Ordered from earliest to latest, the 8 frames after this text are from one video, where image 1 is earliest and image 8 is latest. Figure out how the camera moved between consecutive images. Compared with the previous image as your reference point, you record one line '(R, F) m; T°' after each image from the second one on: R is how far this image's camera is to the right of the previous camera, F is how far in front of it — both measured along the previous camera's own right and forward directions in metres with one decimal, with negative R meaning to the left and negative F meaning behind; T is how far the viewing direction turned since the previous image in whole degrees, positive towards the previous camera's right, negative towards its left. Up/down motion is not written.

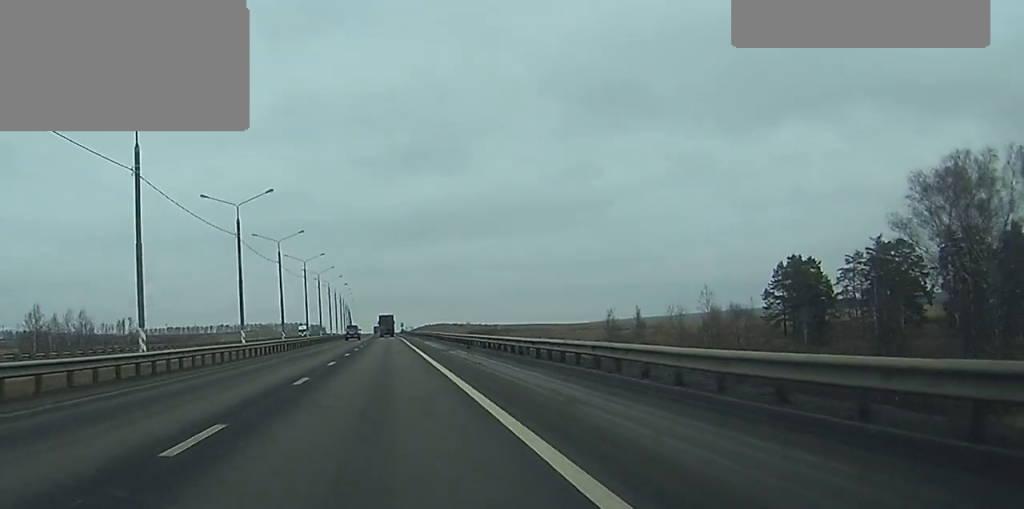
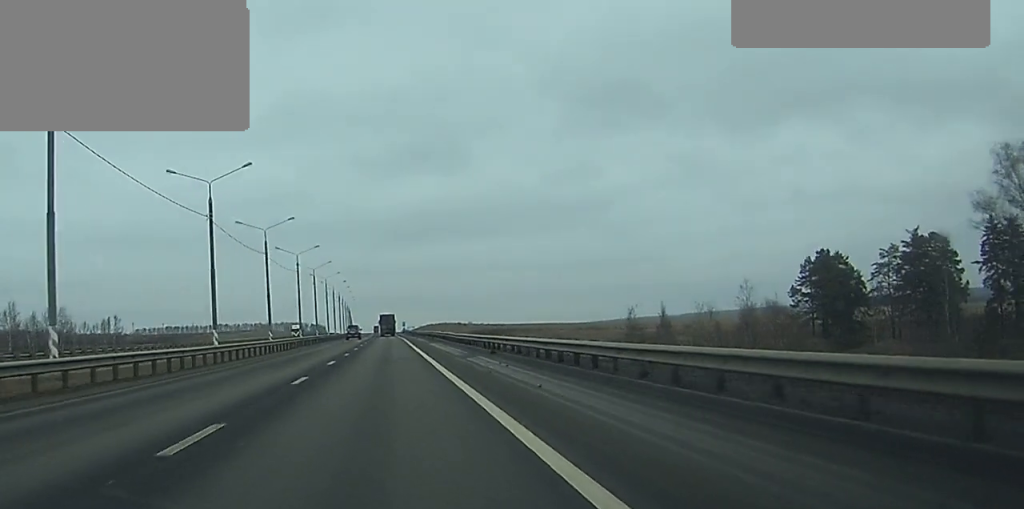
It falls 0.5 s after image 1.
(0.0, +12.1) m; 0°
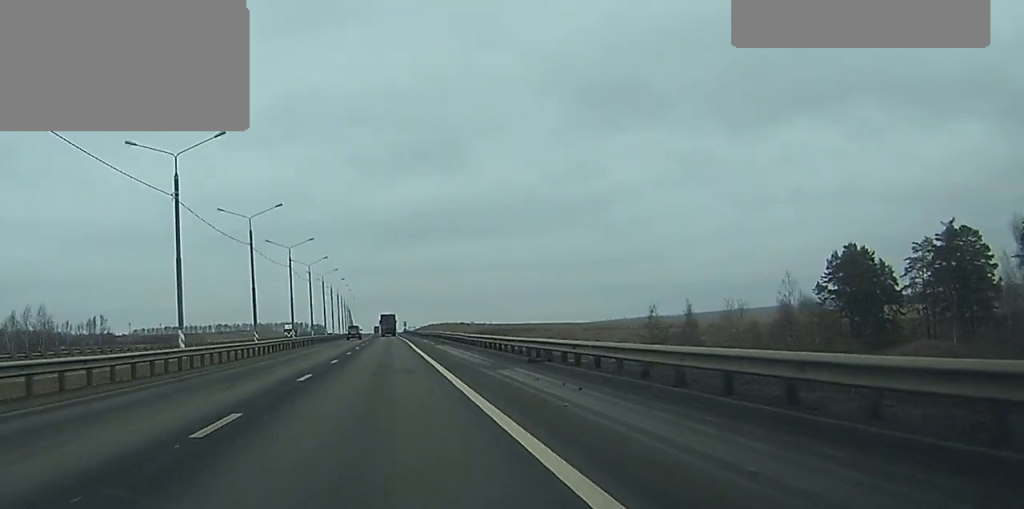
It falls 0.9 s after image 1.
(0.0, +10.5) m; 0°
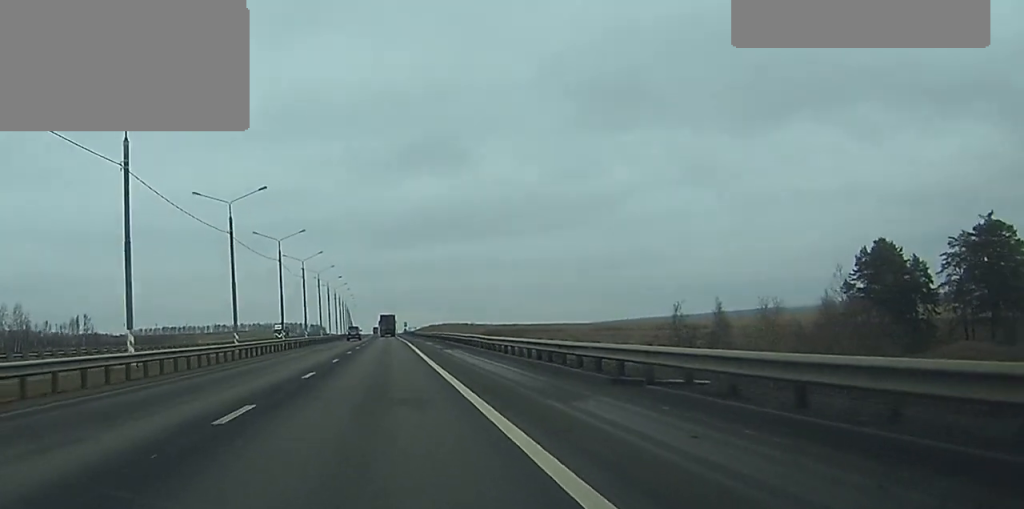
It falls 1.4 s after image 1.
(0.0, +10.4) m; 0°
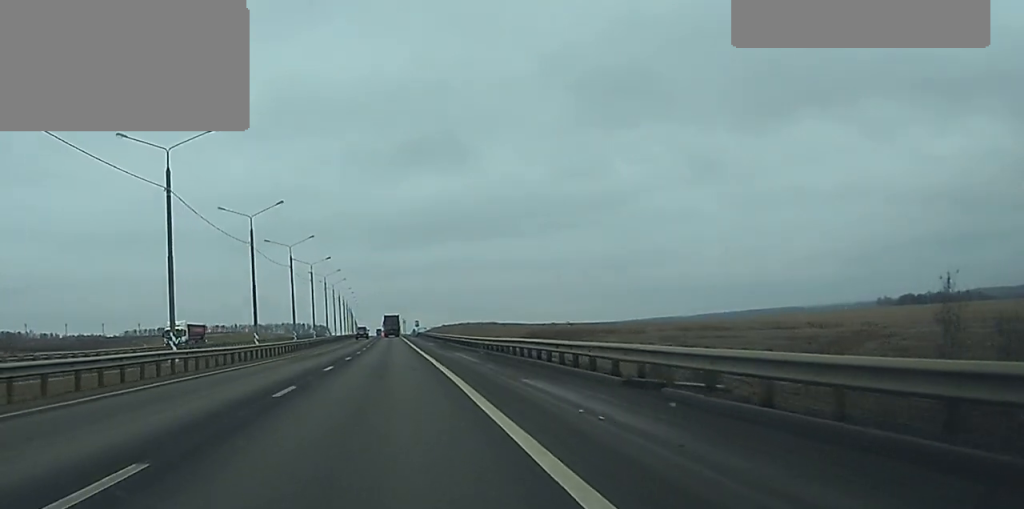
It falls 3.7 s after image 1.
(-0.3, +54.6) m; 0°
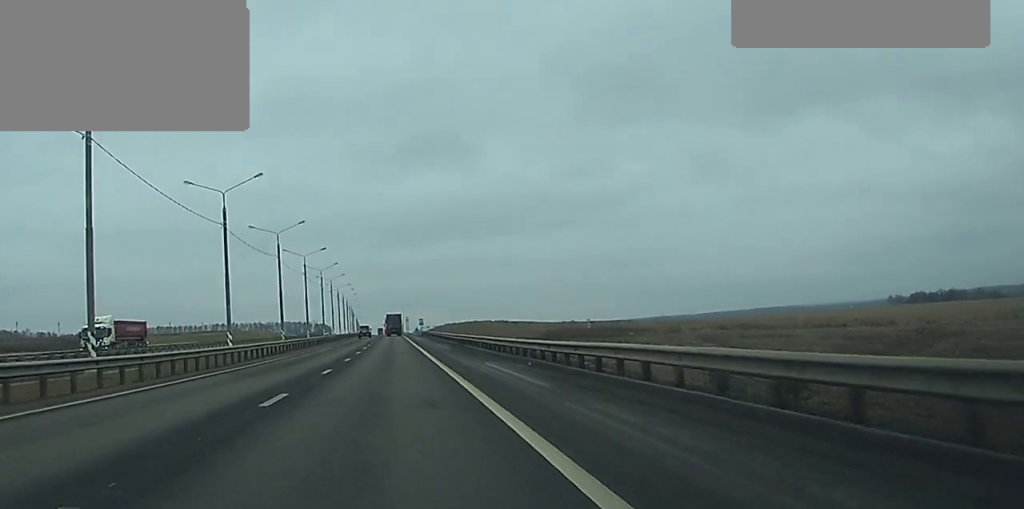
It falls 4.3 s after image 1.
(+0.1, +14.0) m; 0°
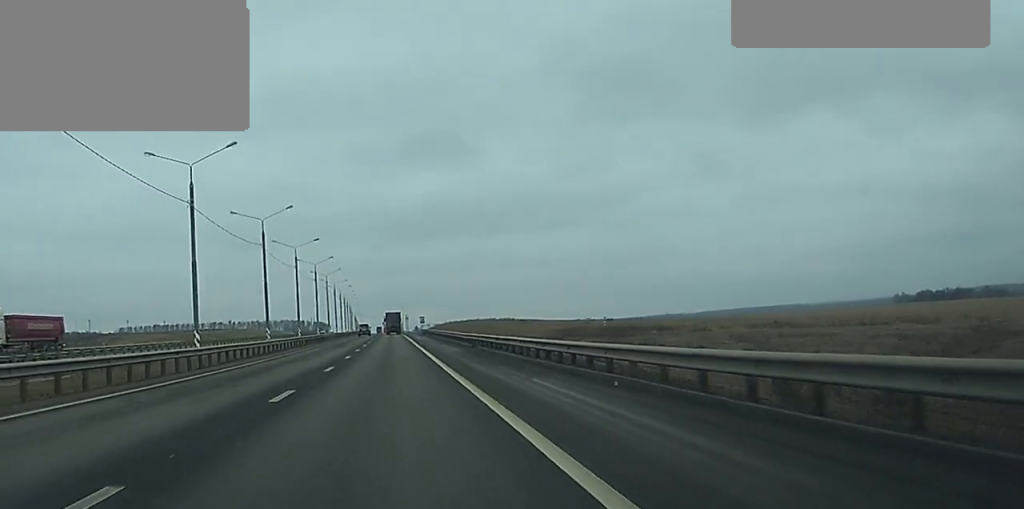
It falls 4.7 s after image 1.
(+0.1, +10.9) m; 0°
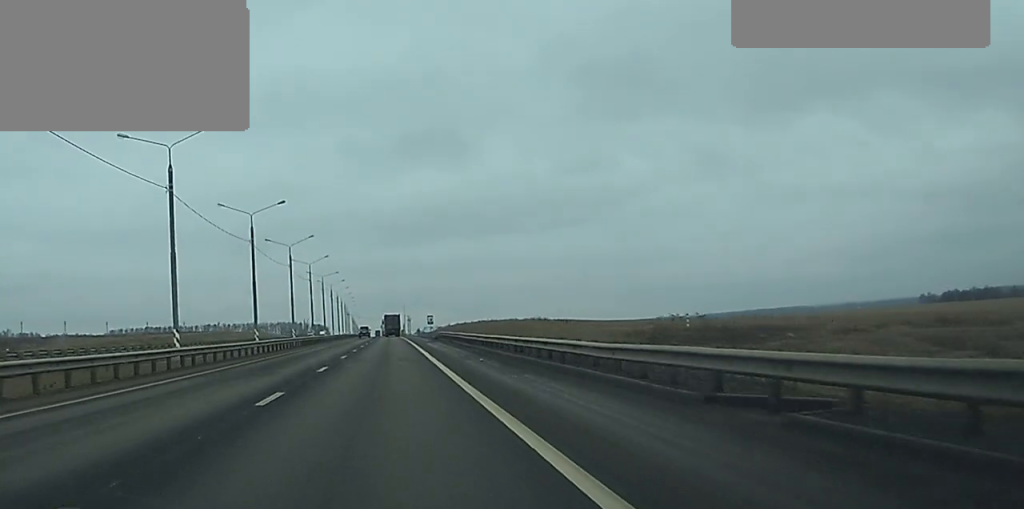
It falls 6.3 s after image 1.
(-0.3, +36.7) m; -1°
